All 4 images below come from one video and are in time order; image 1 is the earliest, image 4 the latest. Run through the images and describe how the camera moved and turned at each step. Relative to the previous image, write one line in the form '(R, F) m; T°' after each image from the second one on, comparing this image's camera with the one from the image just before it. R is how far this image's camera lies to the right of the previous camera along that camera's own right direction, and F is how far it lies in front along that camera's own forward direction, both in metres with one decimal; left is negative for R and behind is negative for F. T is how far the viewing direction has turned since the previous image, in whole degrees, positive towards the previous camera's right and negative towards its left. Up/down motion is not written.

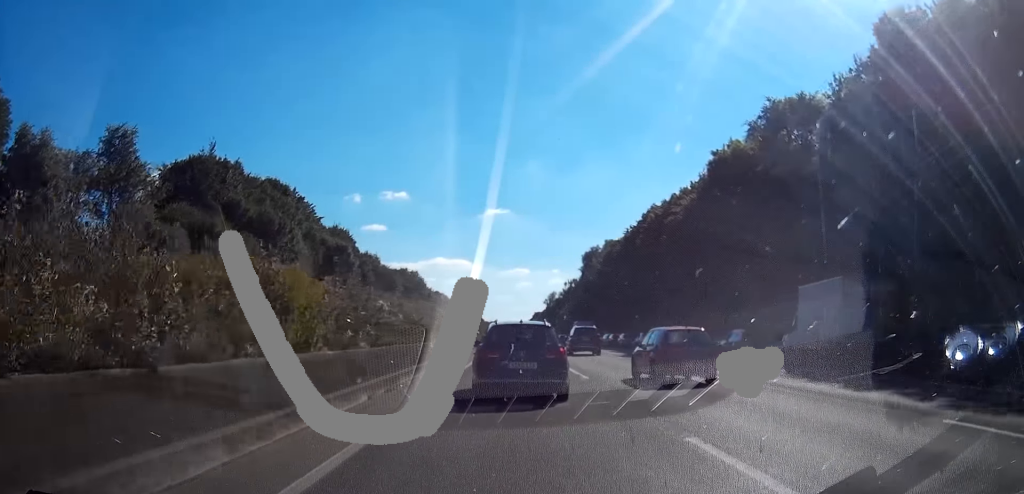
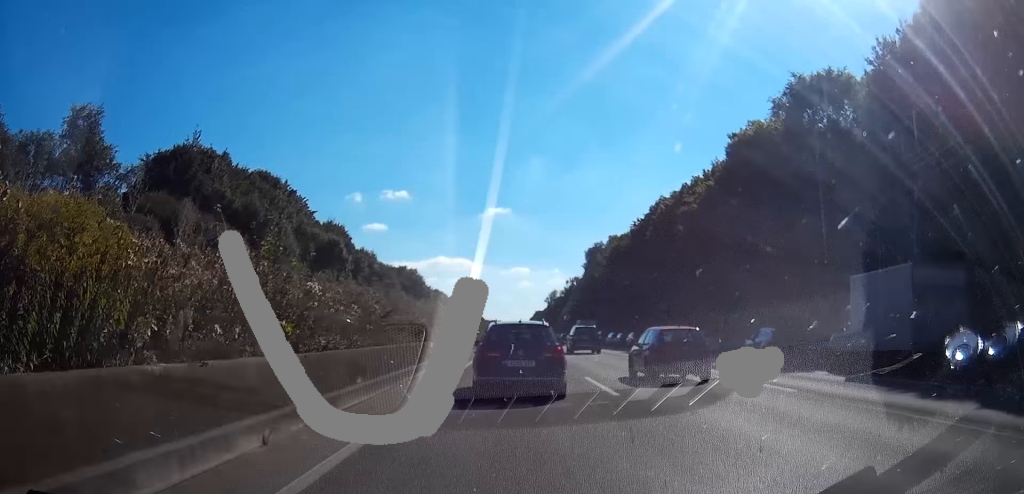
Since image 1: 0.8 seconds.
(0.0, +6.3) m; 0°
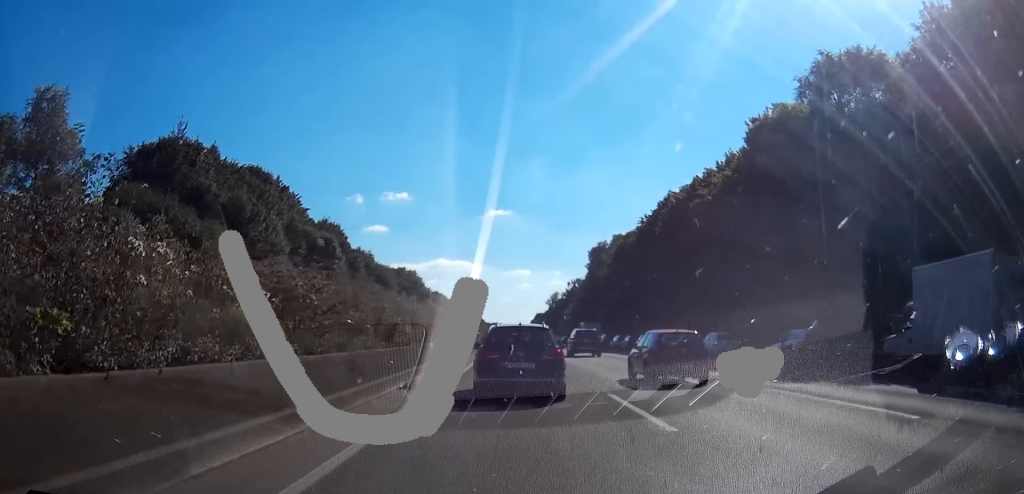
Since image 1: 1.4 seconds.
(-0.1, +5.6) m; +1°
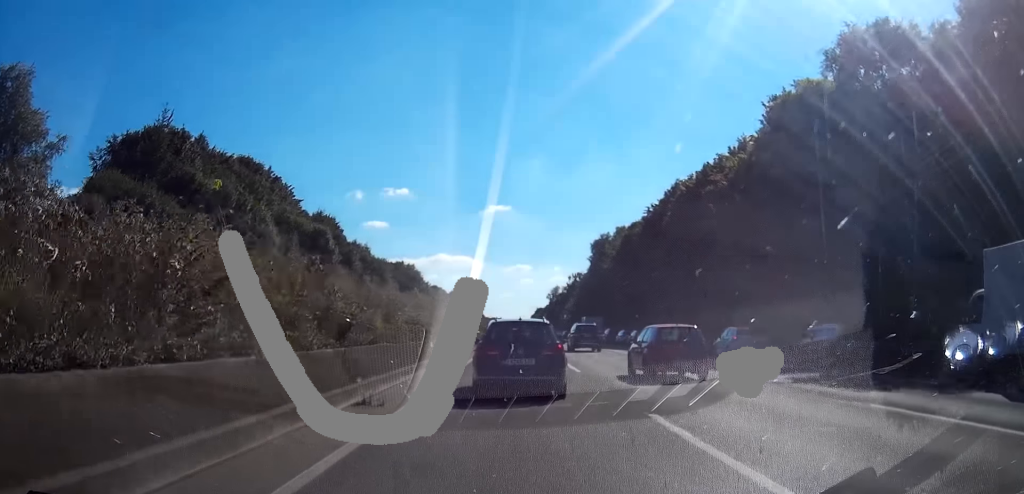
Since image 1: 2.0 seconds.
(+0.1, +4.8) m; 0°
